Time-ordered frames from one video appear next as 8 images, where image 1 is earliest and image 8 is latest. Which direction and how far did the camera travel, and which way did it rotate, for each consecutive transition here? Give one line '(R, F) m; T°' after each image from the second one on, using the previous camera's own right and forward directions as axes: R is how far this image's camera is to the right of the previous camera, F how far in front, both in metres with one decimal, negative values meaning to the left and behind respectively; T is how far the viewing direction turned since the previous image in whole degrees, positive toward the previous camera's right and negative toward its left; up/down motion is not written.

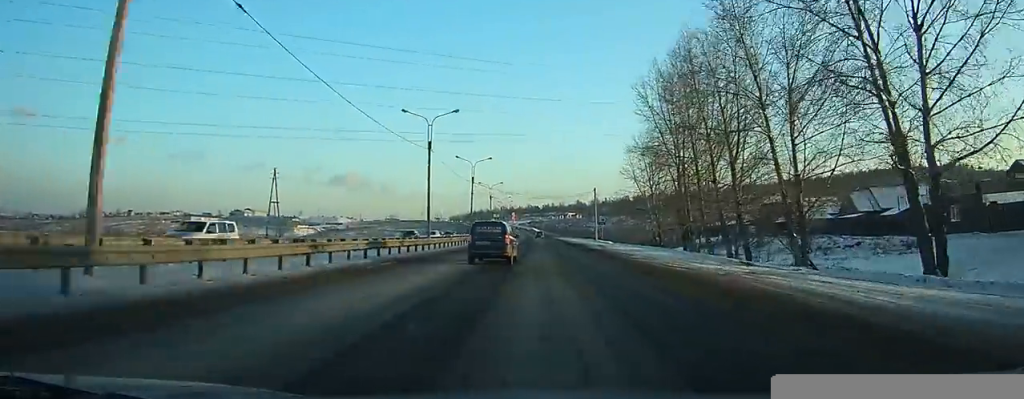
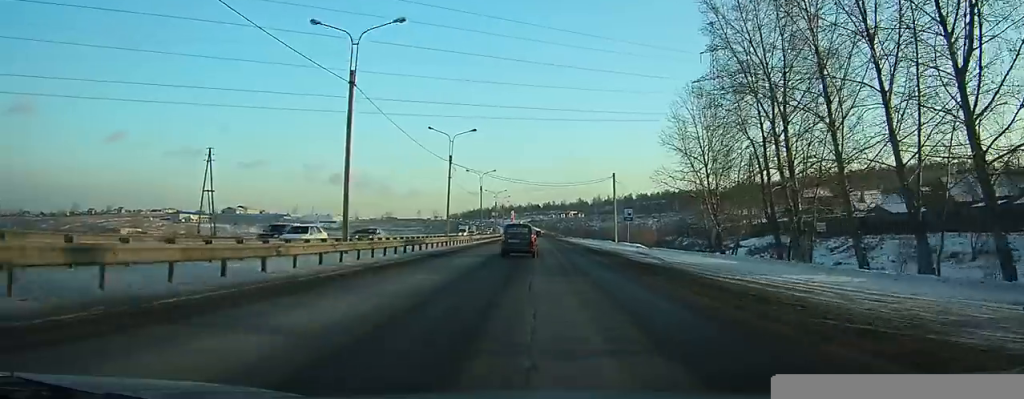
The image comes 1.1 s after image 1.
(0.0, +21.2) m; 0°
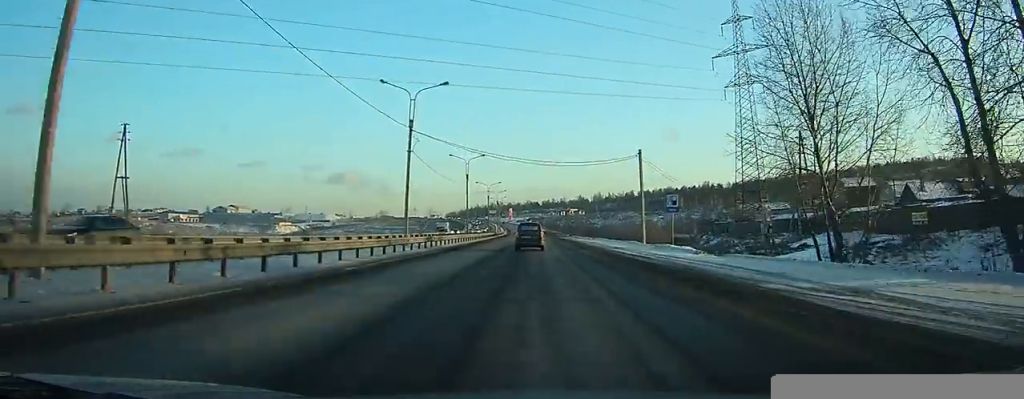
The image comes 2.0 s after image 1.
(+0.1, +18.0) m; 0°
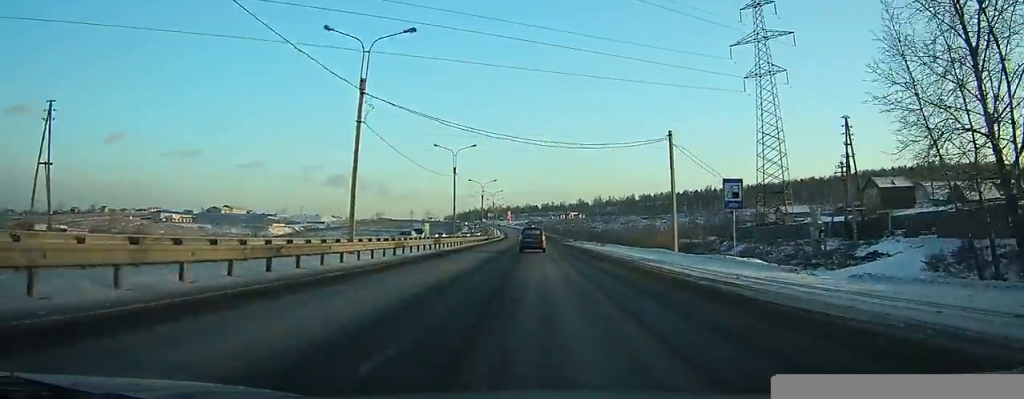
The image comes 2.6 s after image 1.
(0.0, +11.6) m; 0°
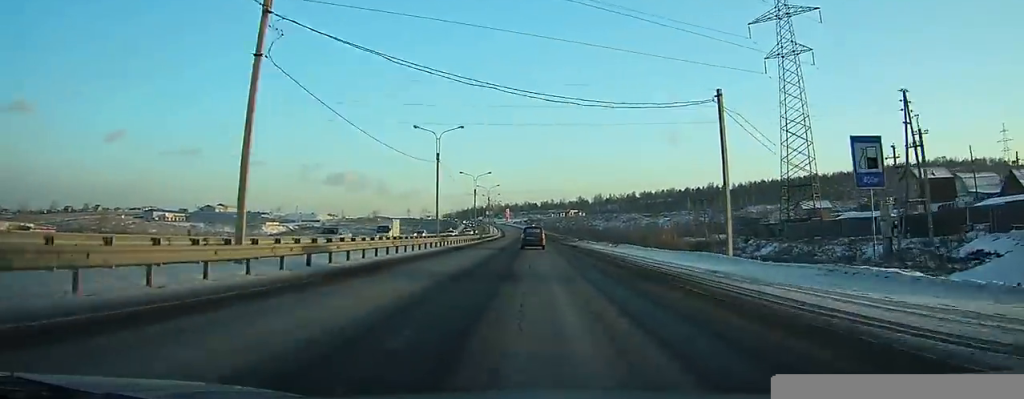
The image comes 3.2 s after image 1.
(0.0, +11.0) m; 0°
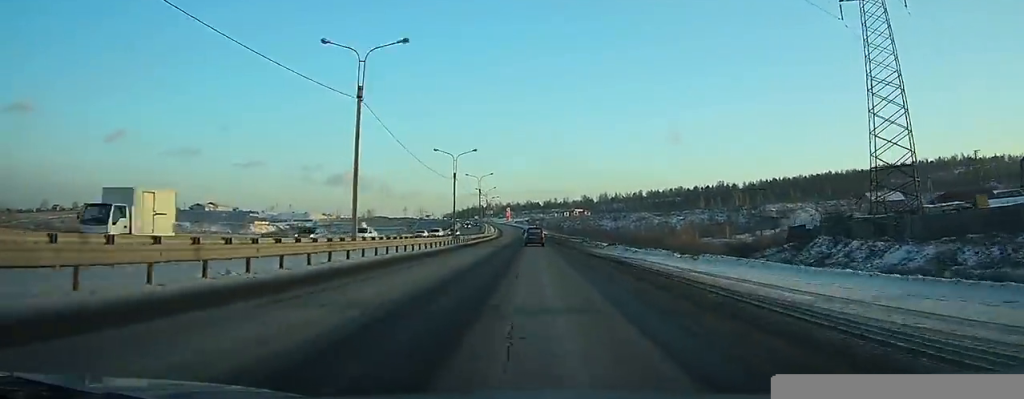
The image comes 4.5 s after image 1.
(0.0, +25.9) m; 0°
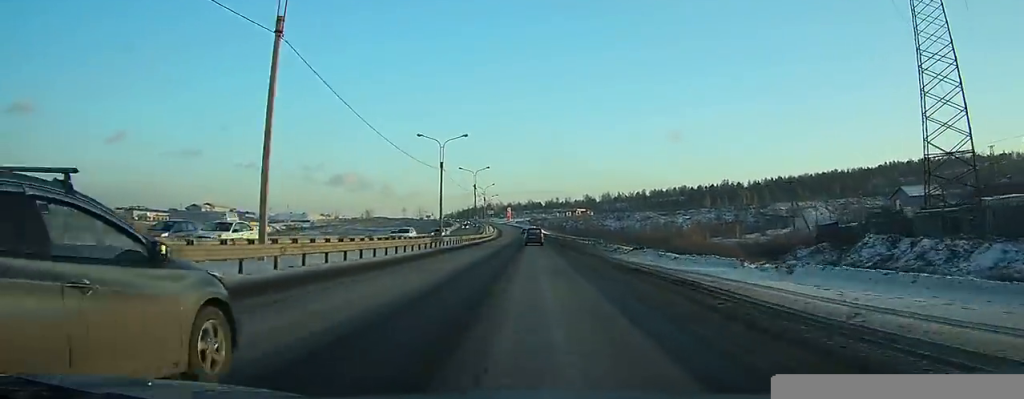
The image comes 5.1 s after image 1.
(0.0, +10.4) m; 0°
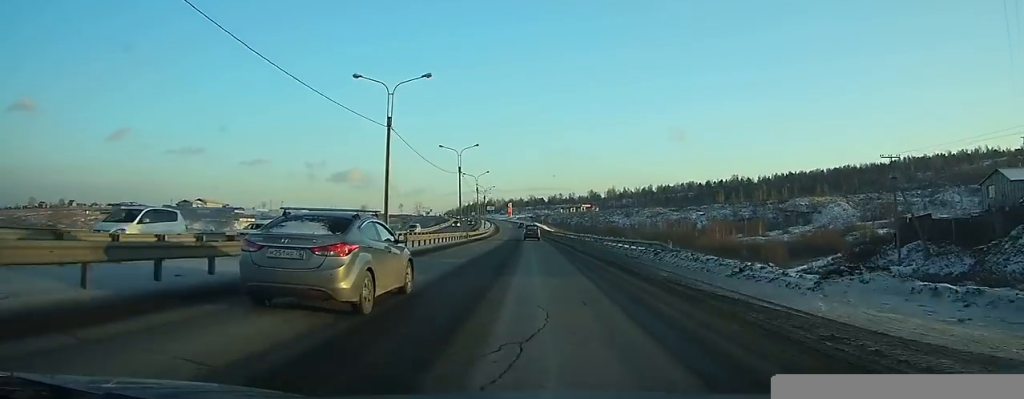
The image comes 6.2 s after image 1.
(0.0, +21.5) m; 0°
